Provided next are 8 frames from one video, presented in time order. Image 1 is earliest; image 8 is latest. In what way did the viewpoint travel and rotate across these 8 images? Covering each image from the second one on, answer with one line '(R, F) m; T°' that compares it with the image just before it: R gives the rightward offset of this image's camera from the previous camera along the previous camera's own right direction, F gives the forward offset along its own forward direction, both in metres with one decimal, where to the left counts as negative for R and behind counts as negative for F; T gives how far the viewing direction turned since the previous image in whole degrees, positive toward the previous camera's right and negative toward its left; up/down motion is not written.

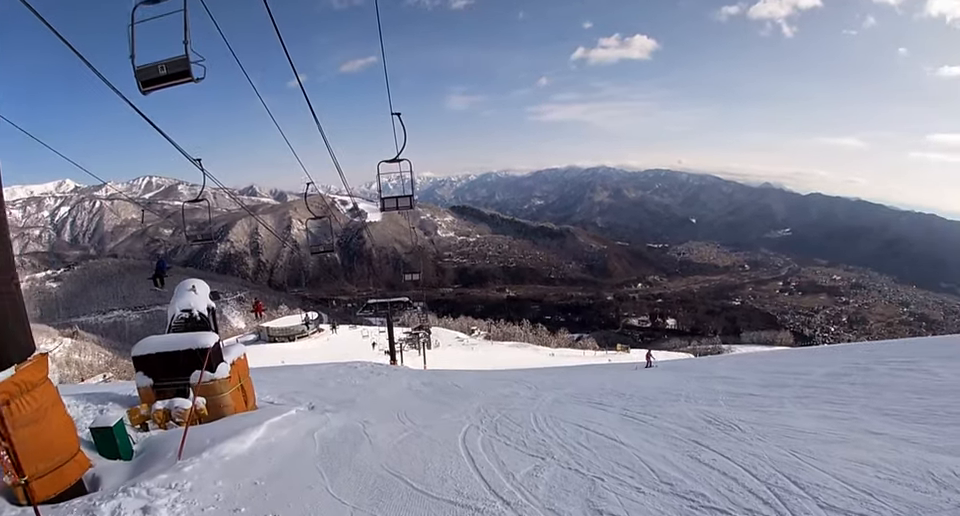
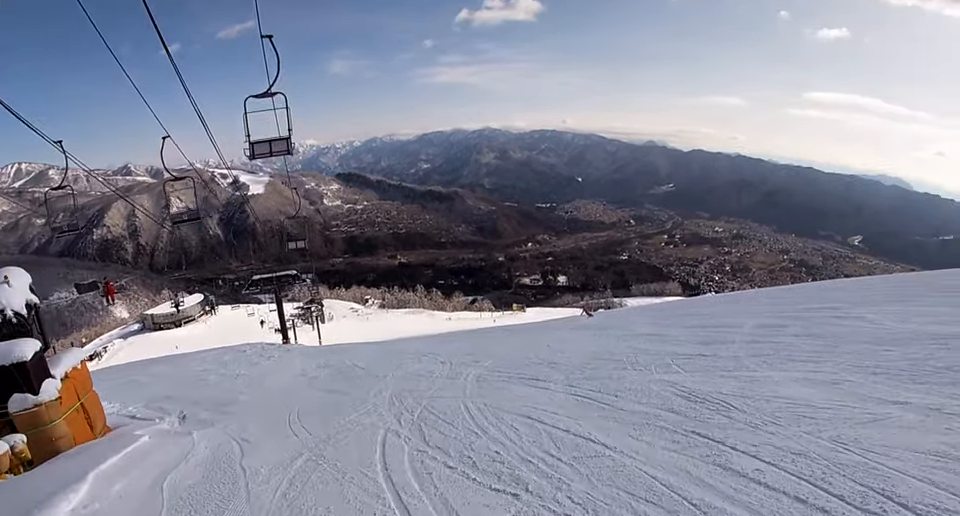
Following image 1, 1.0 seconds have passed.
(-1.0, +3.4) m; +11°
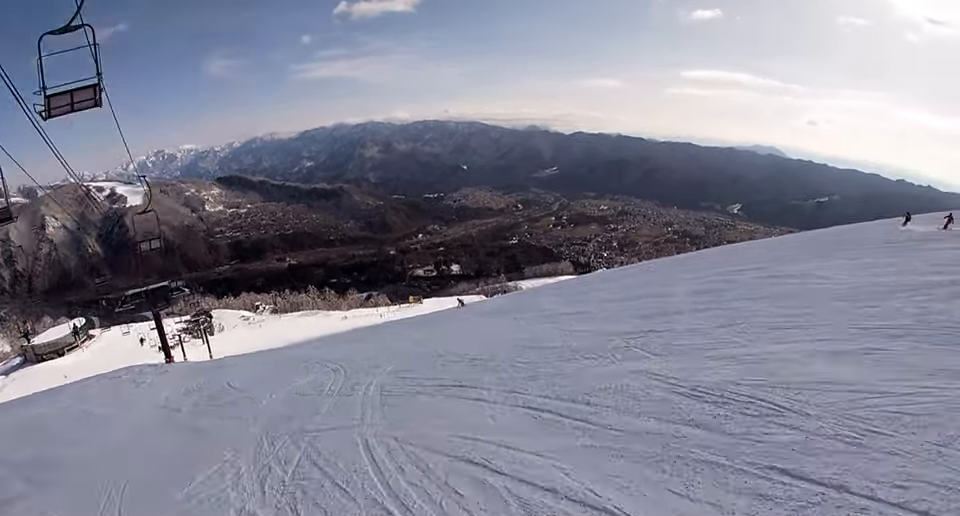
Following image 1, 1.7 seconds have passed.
(+1.1, +3.1) m; +3°
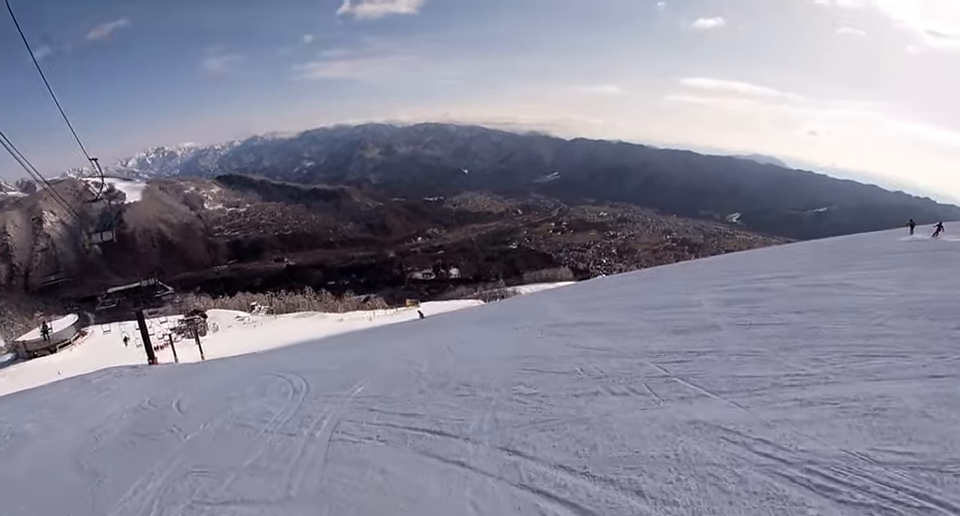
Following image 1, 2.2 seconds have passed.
(+0.2, +2.4) m; -5°
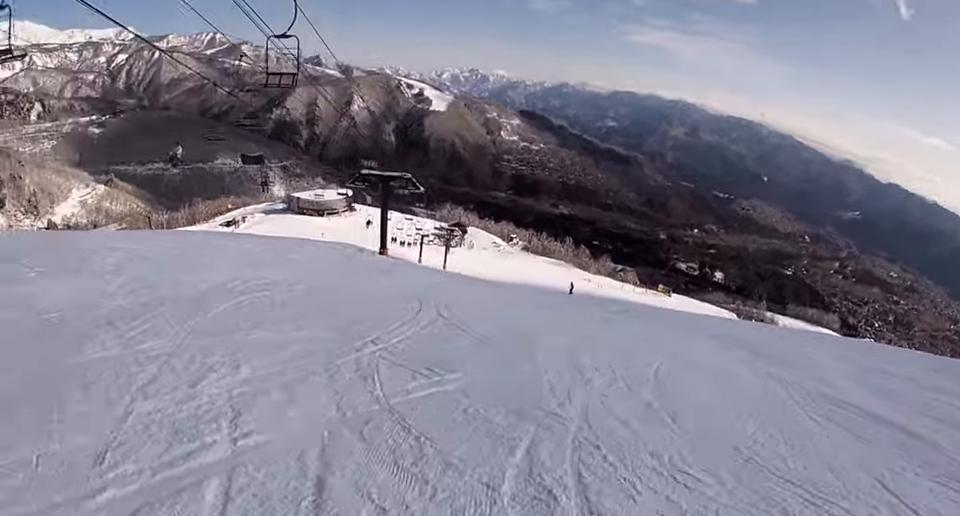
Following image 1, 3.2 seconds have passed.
(-1.3, +5.2) m; -28°
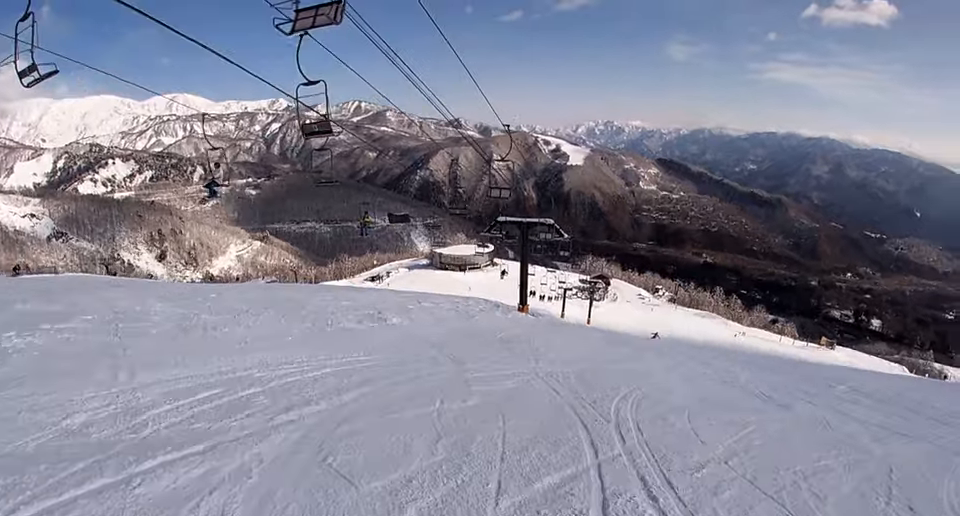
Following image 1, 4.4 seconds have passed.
(-1.5, +8.1) m; -1°
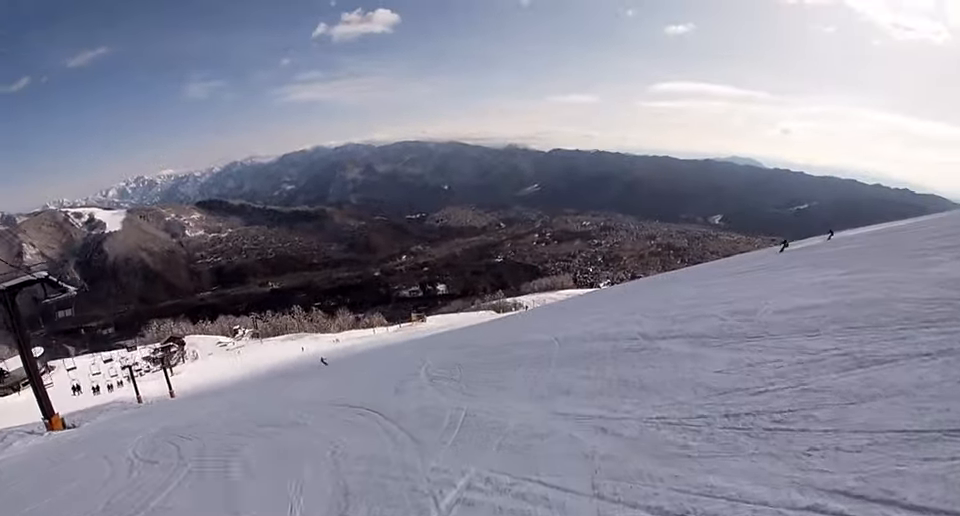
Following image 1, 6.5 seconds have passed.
(+5.3, +13.3) m; +31°
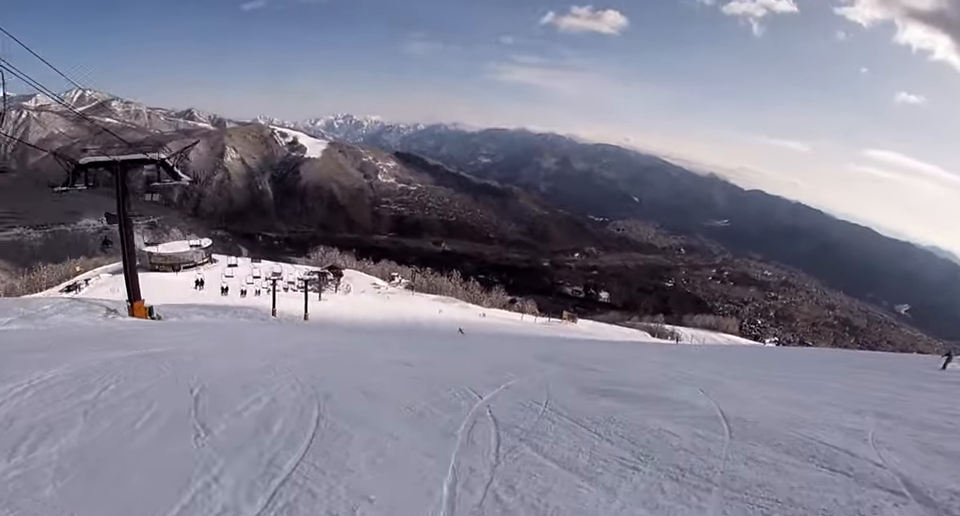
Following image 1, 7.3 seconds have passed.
(+0.3, +5.3) m; -12°
